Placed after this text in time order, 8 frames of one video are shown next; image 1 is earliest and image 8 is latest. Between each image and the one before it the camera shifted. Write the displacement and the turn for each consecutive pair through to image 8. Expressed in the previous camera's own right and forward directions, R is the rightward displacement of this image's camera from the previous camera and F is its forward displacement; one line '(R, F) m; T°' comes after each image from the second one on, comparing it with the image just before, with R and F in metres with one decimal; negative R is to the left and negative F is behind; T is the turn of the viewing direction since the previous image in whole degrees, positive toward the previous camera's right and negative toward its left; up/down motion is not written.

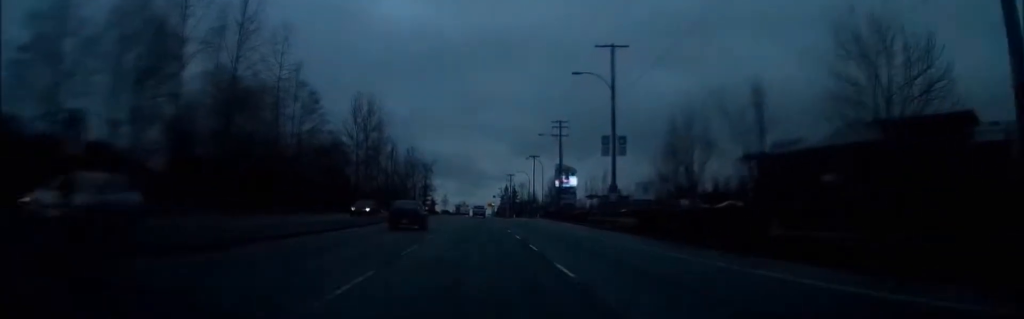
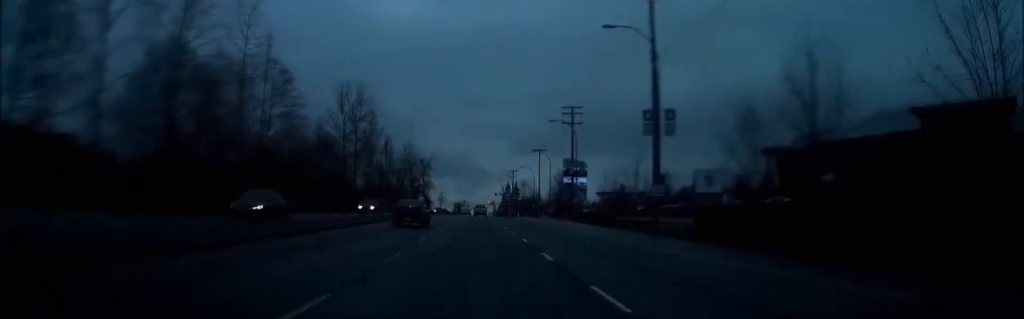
(0.0, +14.1) m; 0°
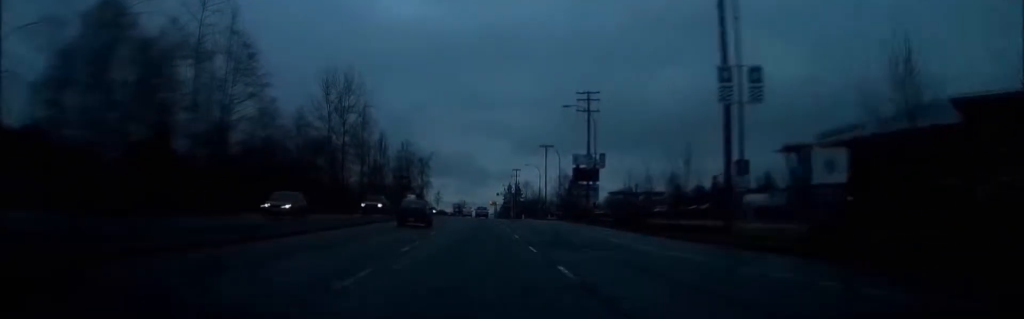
(0.0, +13.2) m; 0°
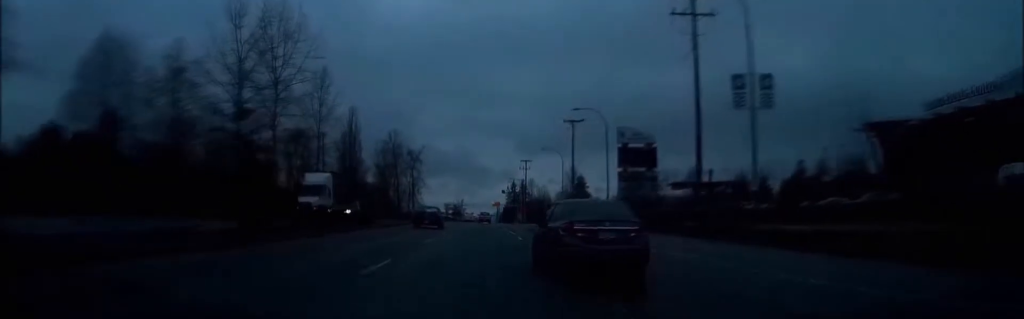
(0.0, +42.6) m; 0°
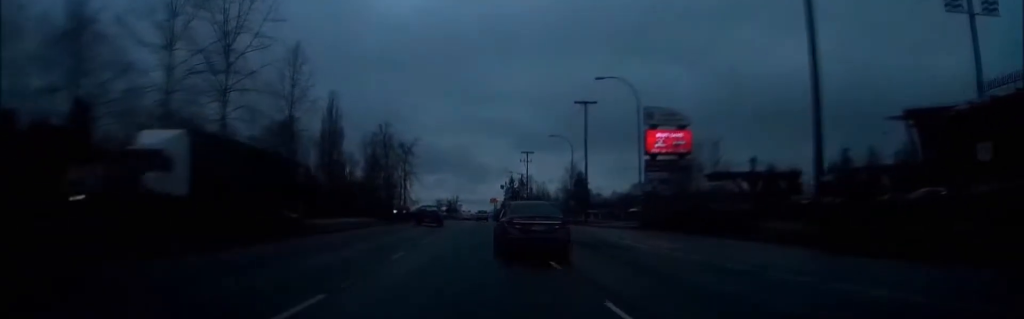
(+0.1, +16.3) m; 0°
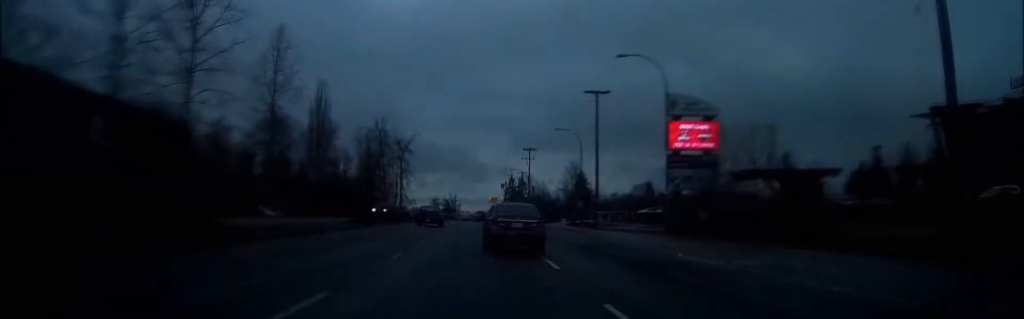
(0.0, +9.2) m; 0°
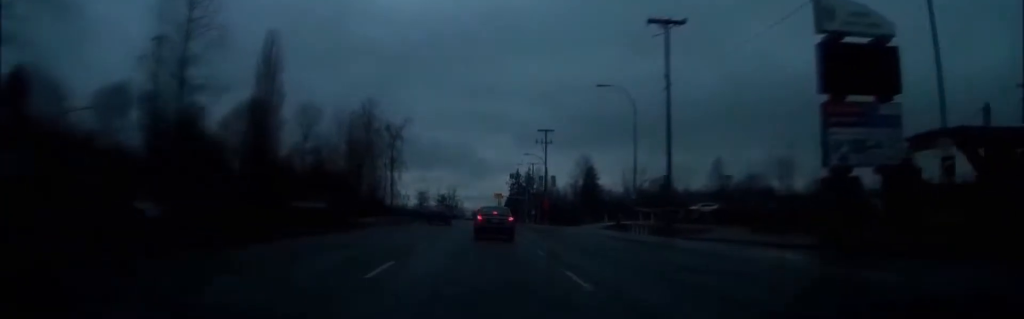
(0.0, +31.7) m; 0°
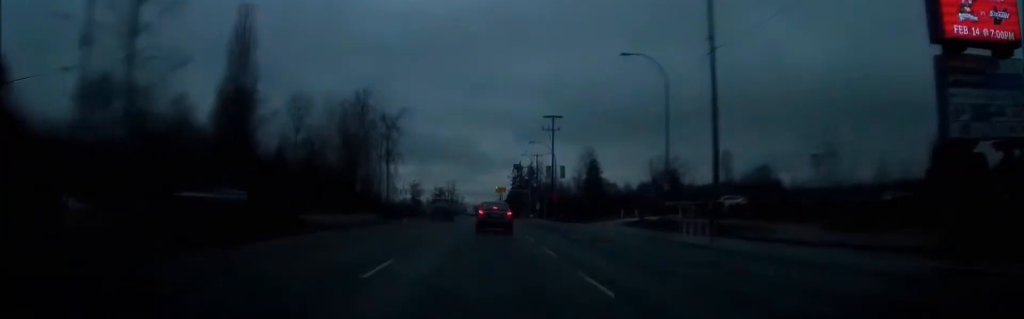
(0.0, +10.6) m; 0°
